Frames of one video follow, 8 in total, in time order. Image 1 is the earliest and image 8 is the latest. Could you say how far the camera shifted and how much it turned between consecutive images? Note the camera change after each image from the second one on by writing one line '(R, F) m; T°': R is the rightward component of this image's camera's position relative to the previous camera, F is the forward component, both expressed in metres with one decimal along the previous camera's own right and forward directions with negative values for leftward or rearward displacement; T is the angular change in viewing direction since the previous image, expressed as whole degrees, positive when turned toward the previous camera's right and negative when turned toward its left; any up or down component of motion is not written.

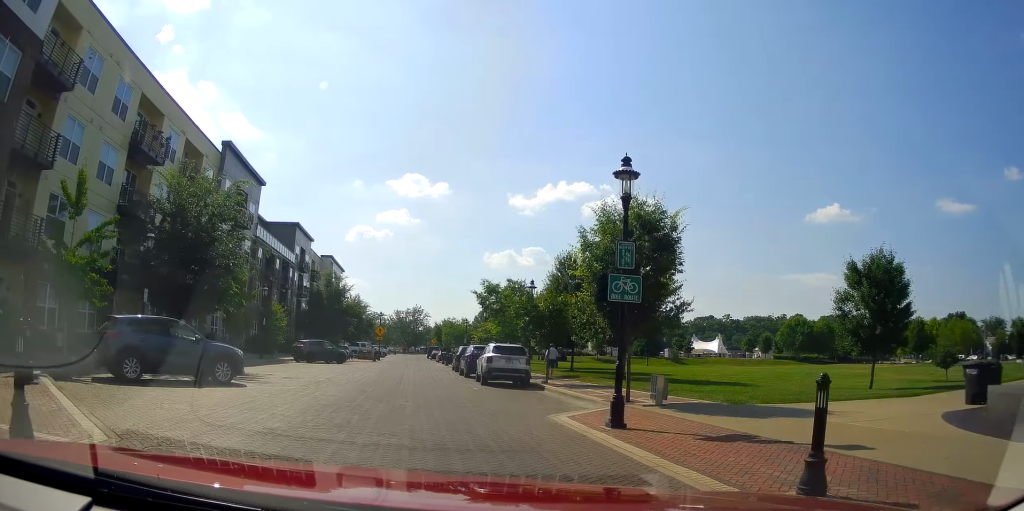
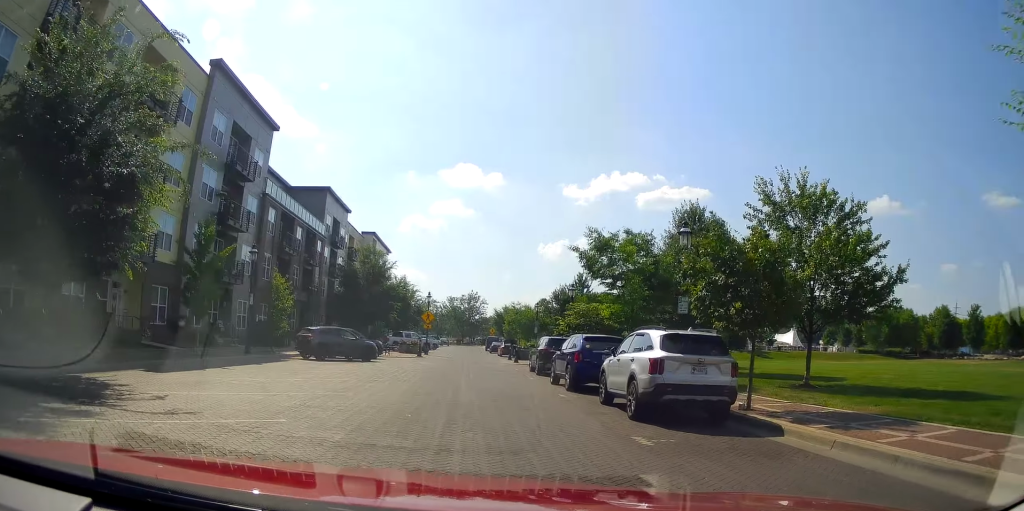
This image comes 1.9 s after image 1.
(-1.4, +13.2) m; -13°
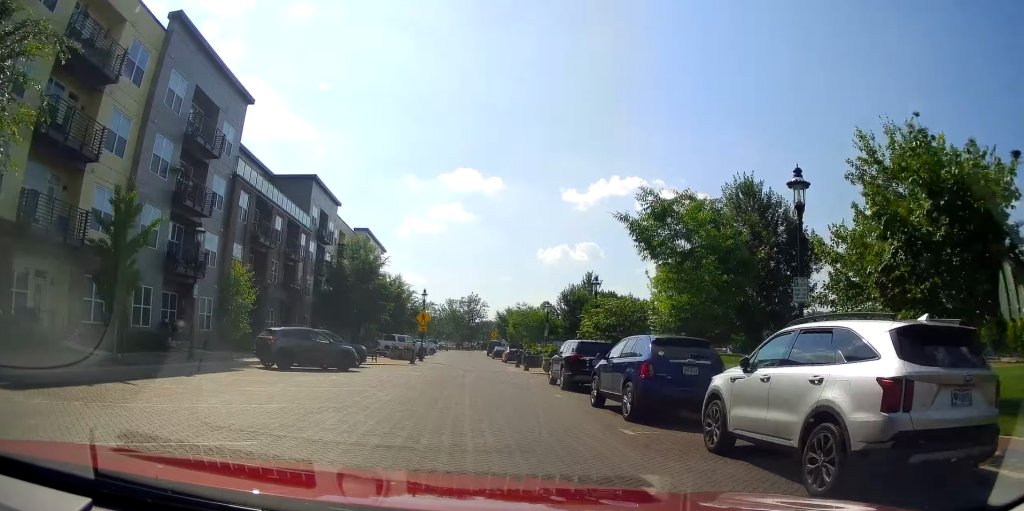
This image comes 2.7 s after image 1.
(-0.4, +6.1) m; 0°
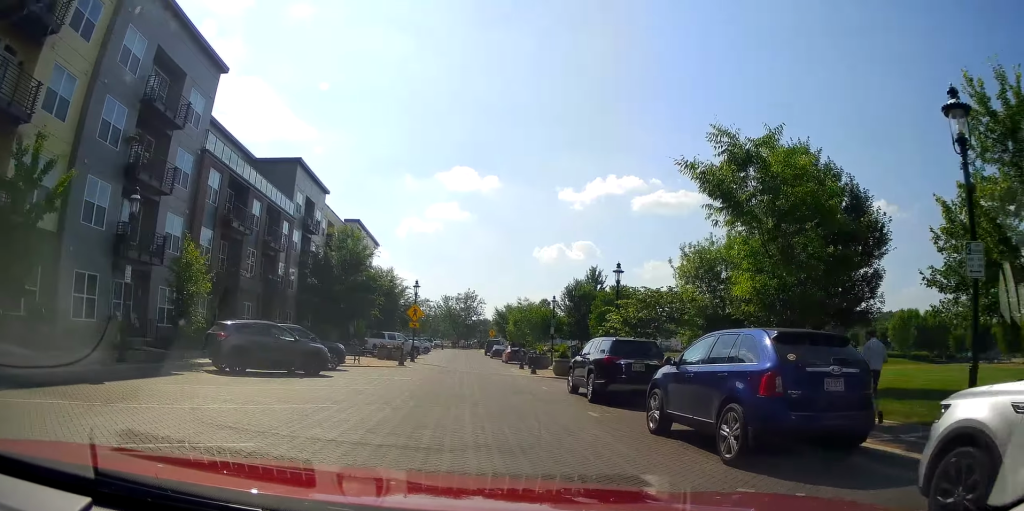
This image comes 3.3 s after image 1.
(+0.3, +4.6) m; -2°
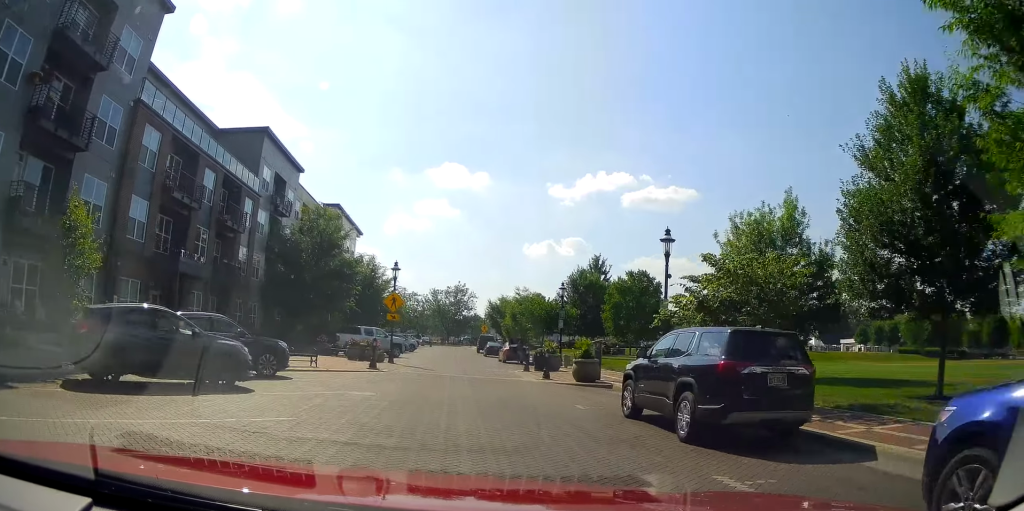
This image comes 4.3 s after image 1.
(-0.3, +6.9) m; -1°
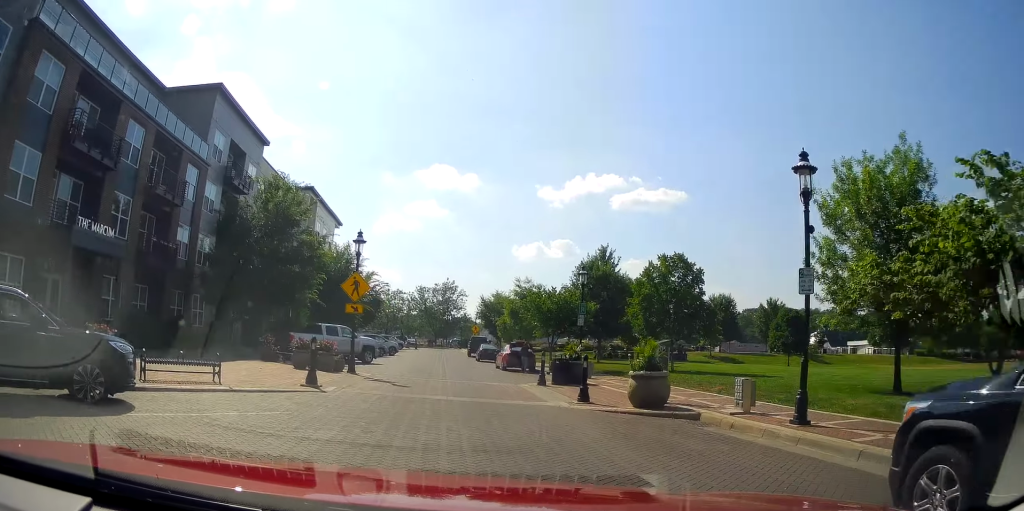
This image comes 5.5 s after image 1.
(+0.2, +8.2) m; +2°
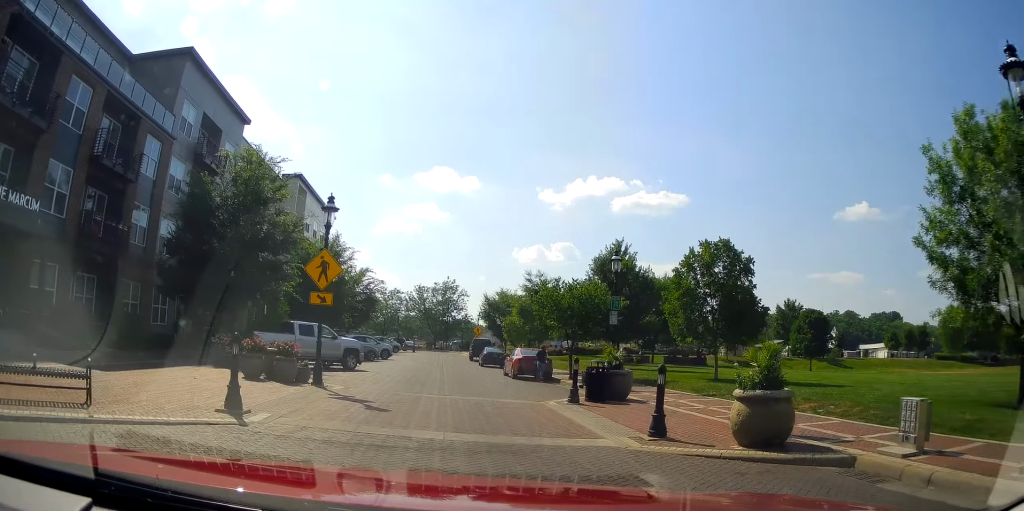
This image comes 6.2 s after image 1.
(0.0, +5.4) m; +2°
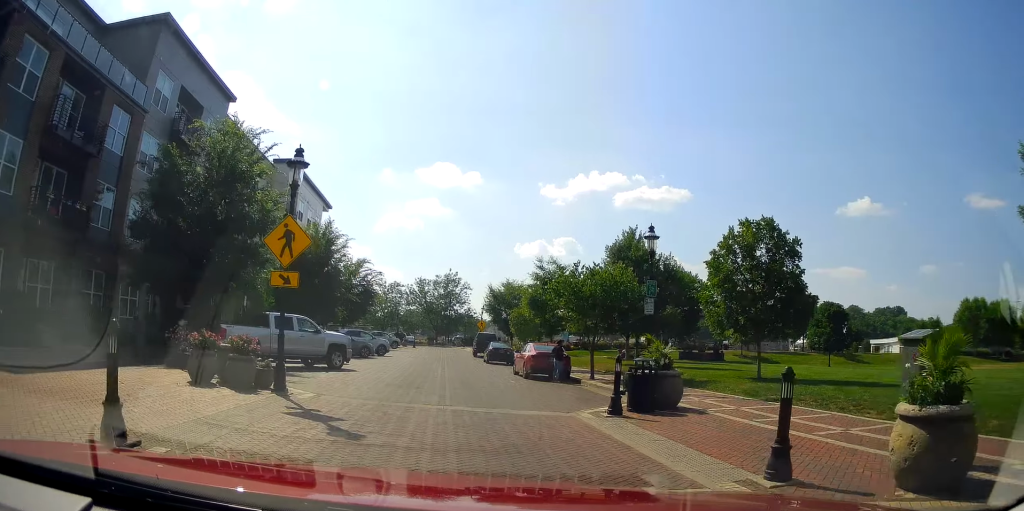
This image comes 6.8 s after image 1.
(-0.3, +3.8) m; +1°
